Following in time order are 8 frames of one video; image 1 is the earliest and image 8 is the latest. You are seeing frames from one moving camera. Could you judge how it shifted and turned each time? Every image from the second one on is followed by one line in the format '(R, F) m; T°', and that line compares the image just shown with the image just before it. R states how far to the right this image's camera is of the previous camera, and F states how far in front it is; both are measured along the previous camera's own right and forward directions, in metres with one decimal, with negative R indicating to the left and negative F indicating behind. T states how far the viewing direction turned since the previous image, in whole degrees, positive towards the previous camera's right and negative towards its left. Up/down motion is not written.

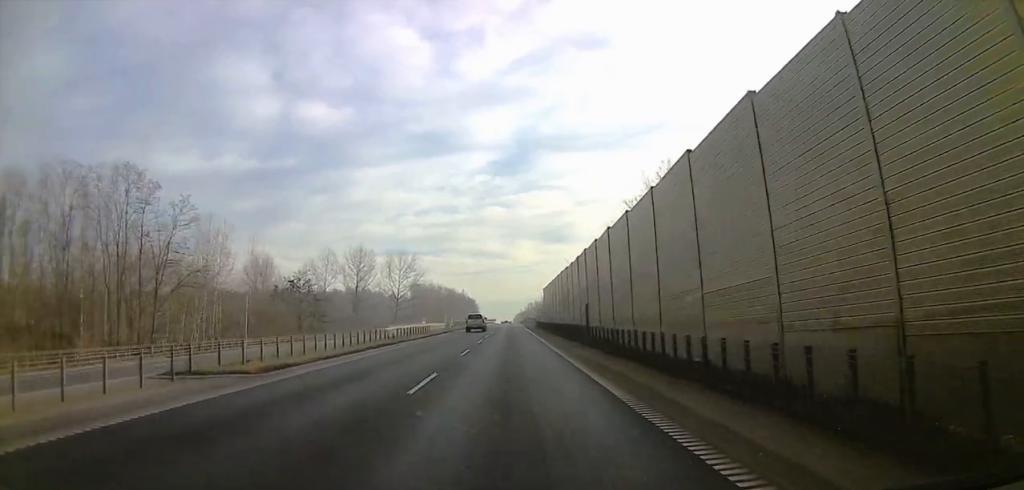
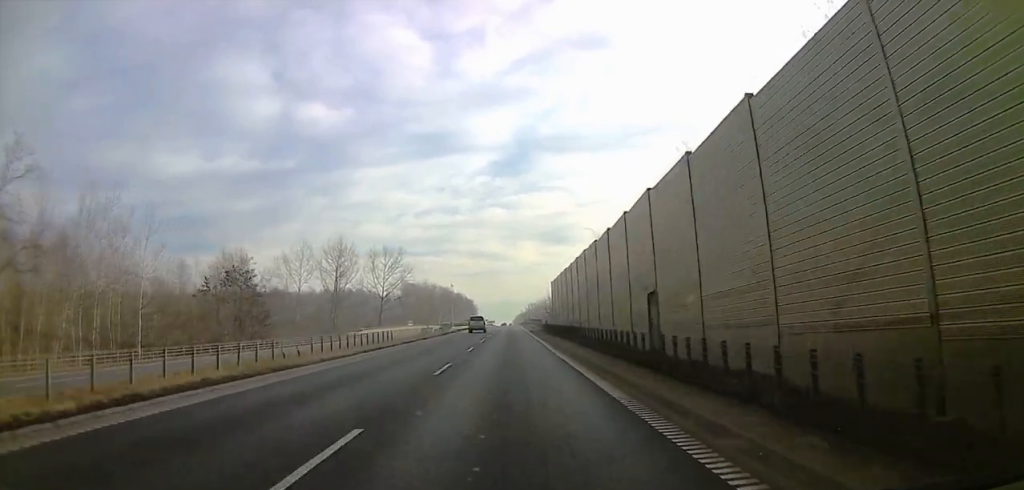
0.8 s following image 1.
(0.0, +19.8) m; 0°
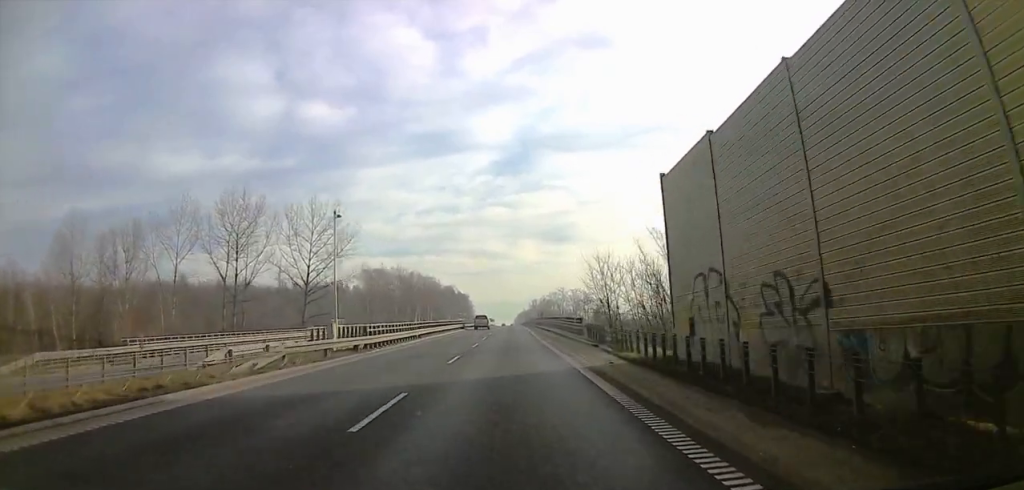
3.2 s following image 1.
(0.0, +56.5) m; 0°
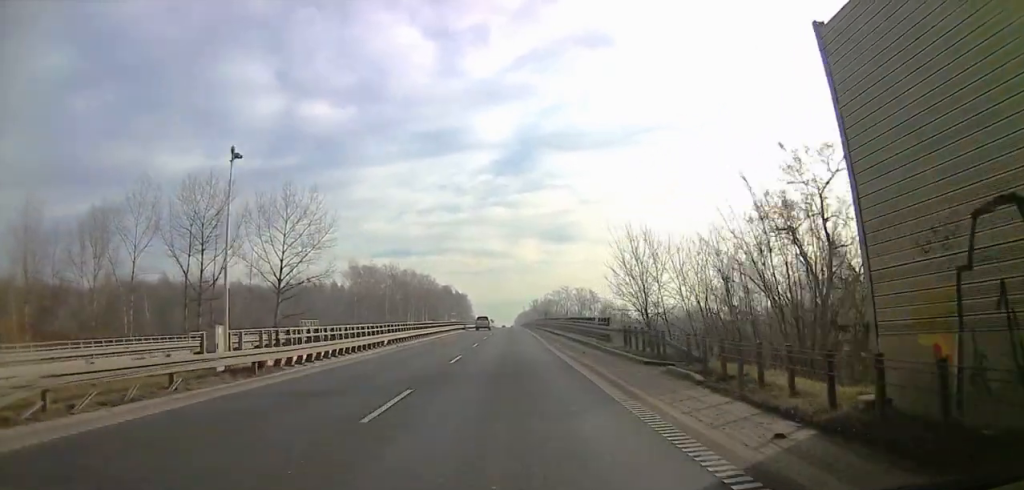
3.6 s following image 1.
(0.0, +11.5) m; 0°
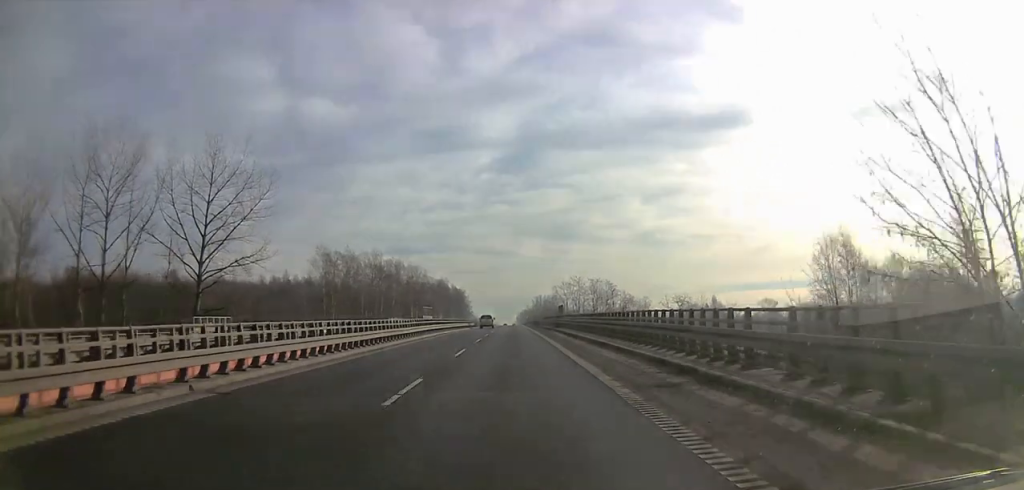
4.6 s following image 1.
(-0.2, +23.3) m; 0°
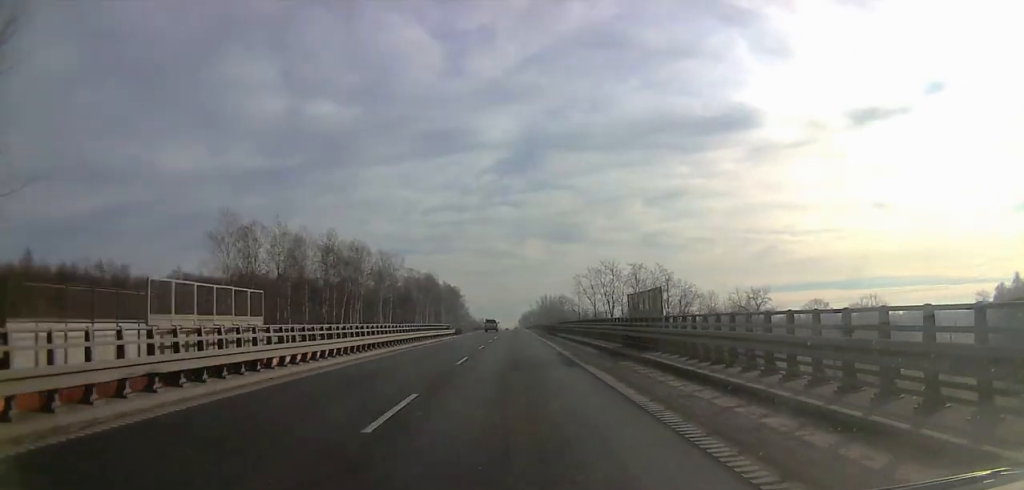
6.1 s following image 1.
(+0.3, +39.2) m; +1°
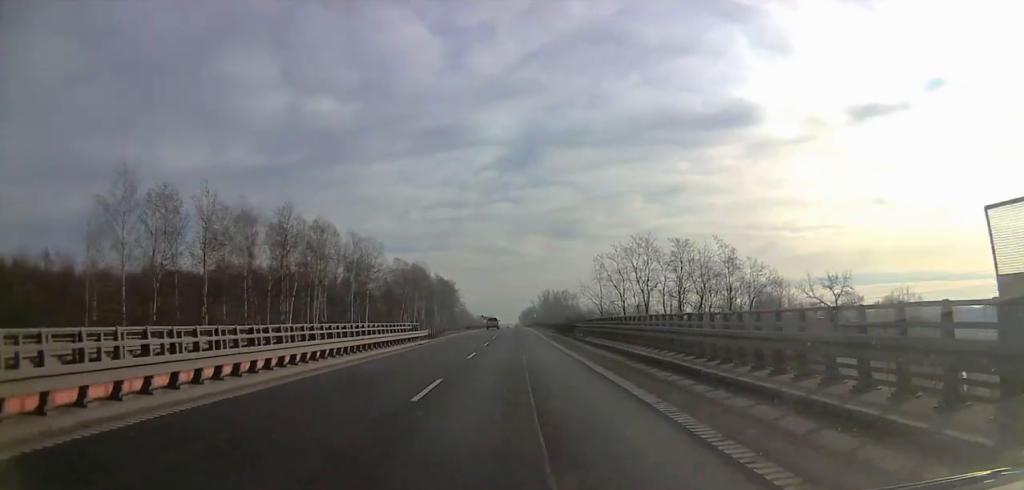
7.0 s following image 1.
(+0.2, +21.3) m; 0°
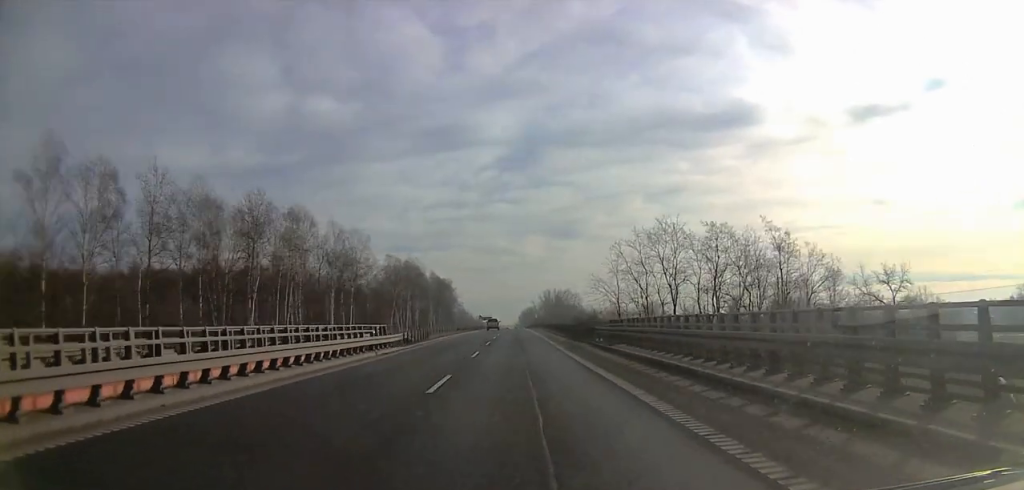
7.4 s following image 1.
(+0.1, +10.4) m; 0°
